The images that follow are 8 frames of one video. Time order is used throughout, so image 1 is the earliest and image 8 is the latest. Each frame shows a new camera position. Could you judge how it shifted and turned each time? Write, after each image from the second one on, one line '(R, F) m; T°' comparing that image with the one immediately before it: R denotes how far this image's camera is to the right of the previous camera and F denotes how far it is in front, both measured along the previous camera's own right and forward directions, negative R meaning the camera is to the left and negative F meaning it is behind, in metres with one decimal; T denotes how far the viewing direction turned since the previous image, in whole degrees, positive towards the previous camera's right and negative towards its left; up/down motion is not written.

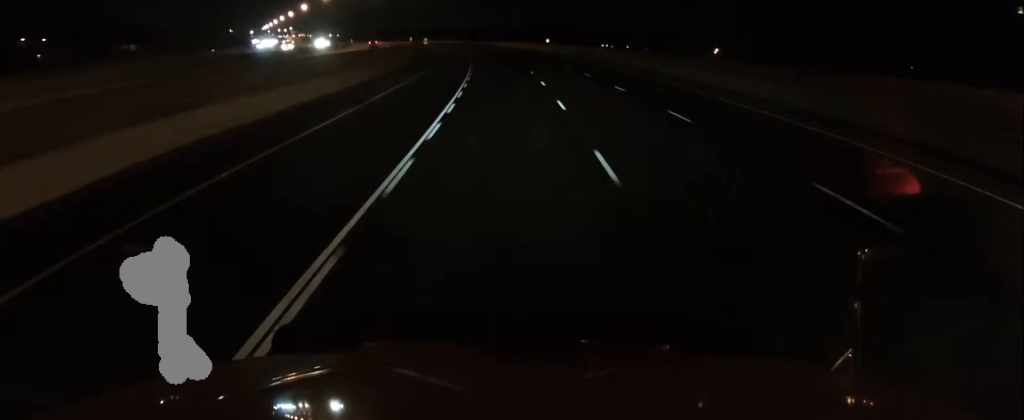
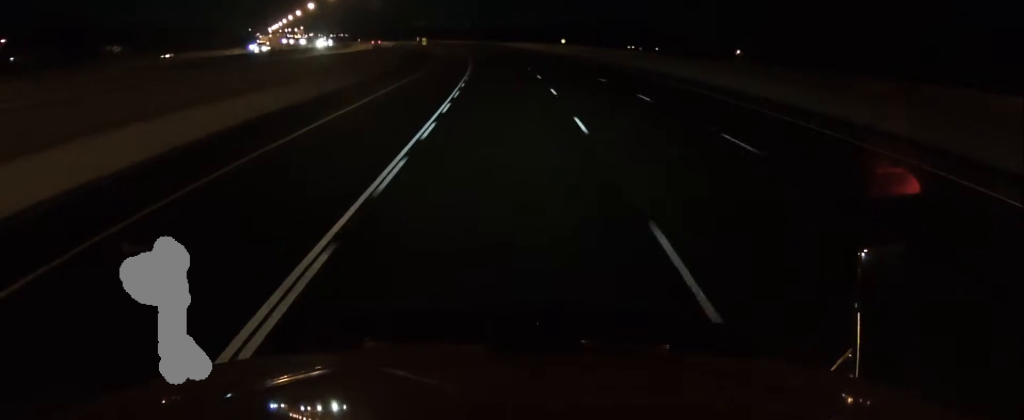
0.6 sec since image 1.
(0.0, +18.0) m; 0°
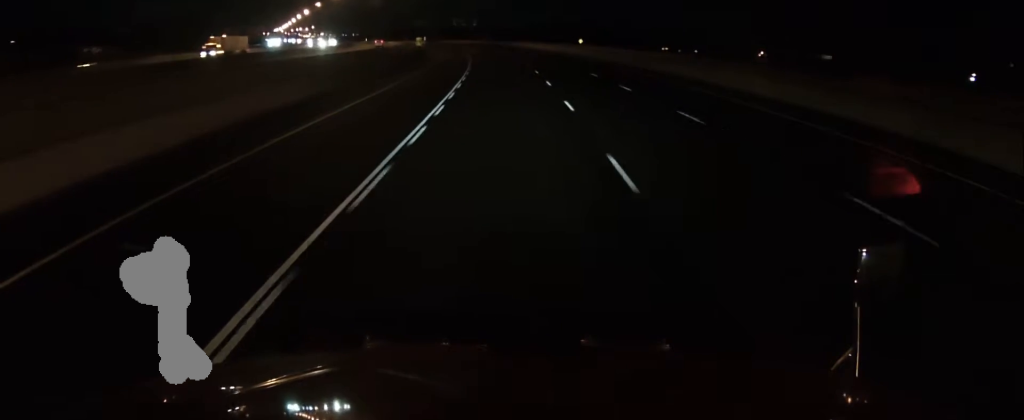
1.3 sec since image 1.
(0.0, +19.0) m; 0°
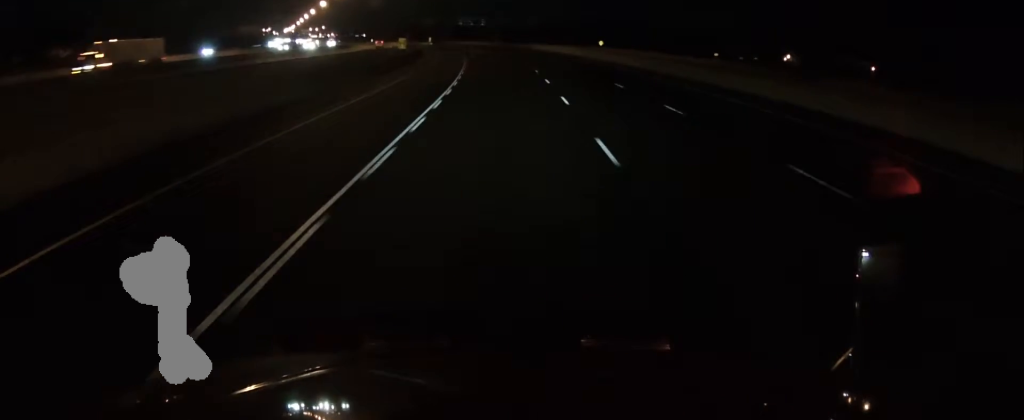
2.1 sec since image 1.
(0.0, +21.8) m; 0°
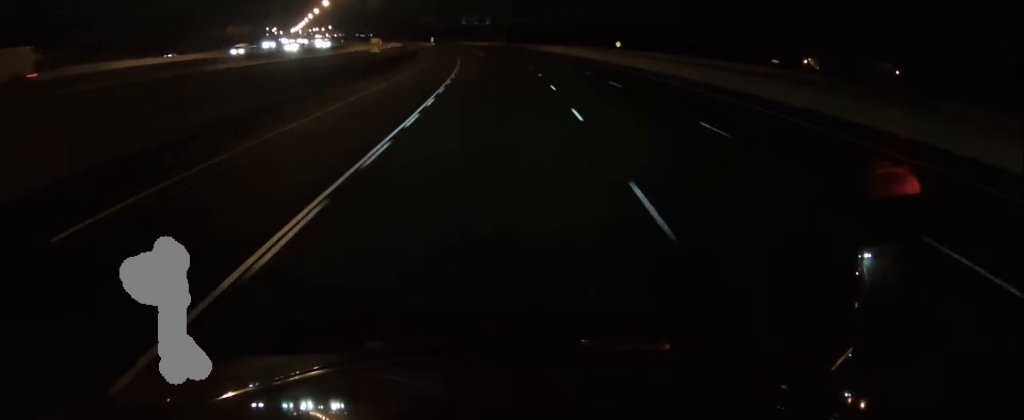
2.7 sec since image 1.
(0.0, +17.1) m; 0°
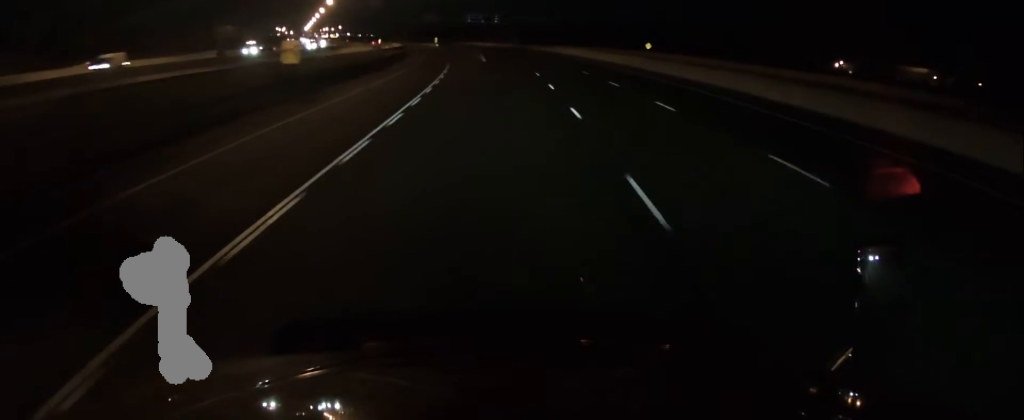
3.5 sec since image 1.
(0.0, +23.6) m; 0°
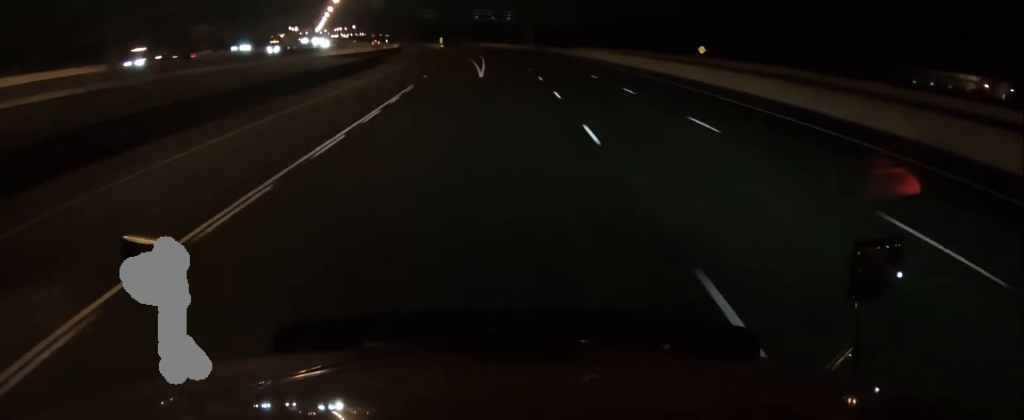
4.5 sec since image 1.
(0.0, +29.2) m; 0°
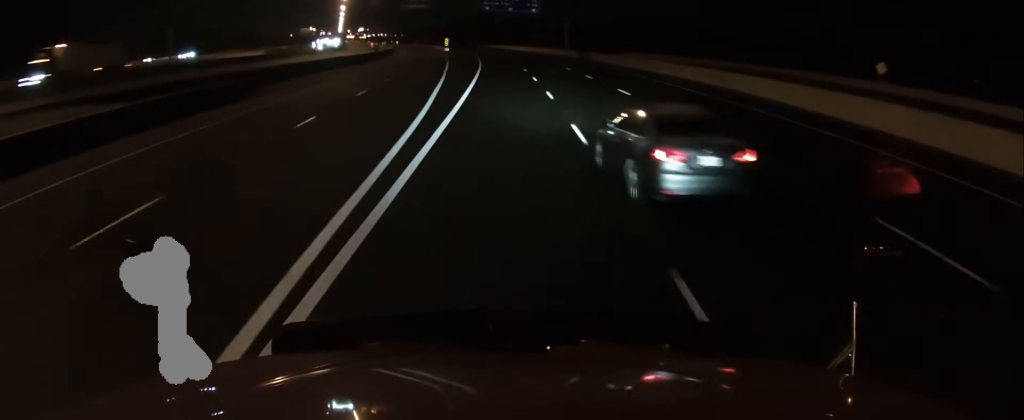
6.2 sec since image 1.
(0.0, +48.0) m; 0°
